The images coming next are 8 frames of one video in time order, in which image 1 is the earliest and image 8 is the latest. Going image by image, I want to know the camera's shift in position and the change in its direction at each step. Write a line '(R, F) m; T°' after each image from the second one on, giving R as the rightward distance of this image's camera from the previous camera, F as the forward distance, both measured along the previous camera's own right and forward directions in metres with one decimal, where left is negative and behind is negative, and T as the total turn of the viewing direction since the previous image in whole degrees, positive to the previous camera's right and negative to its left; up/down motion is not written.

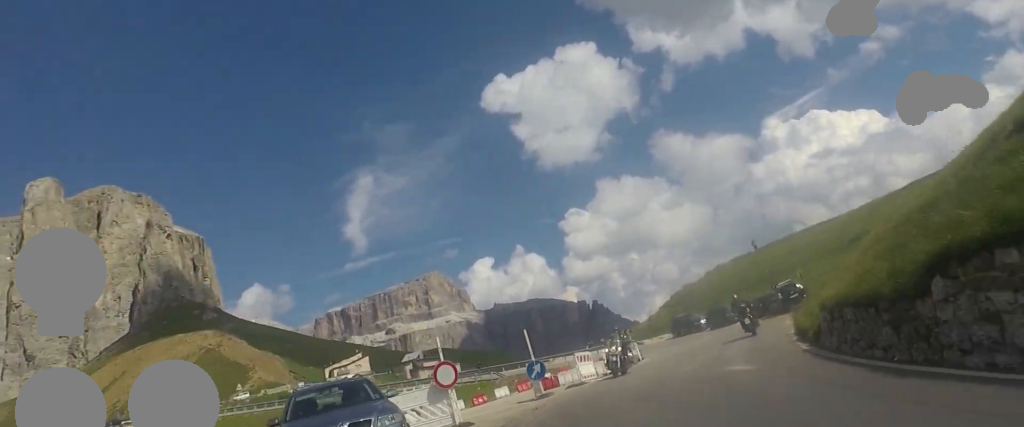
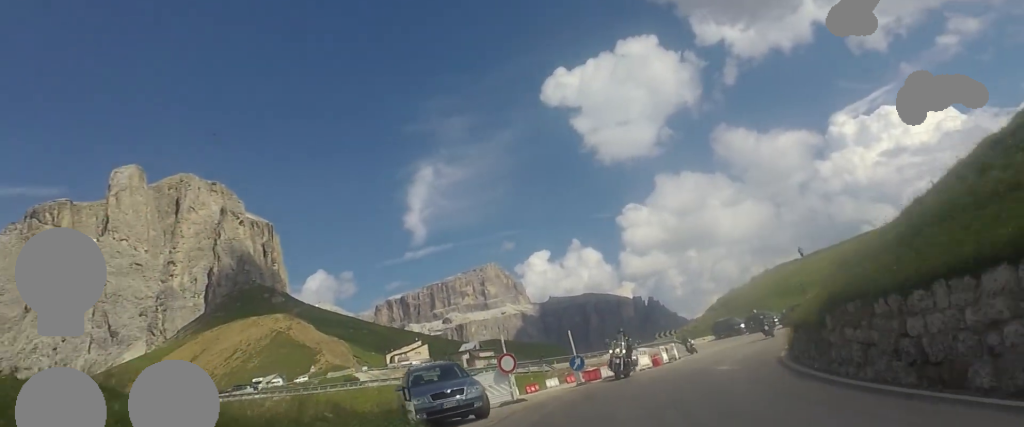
(-0.2, +5.3) m; -6°
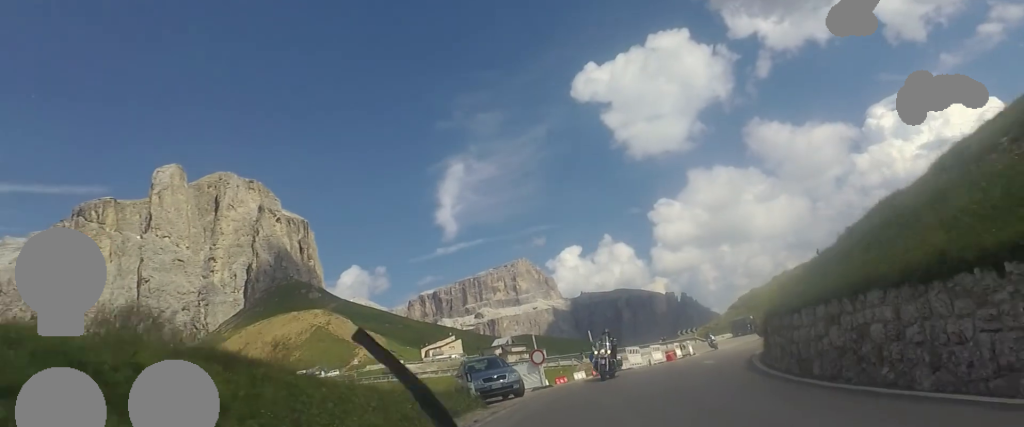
(-0.4, +5.7) m; -3°
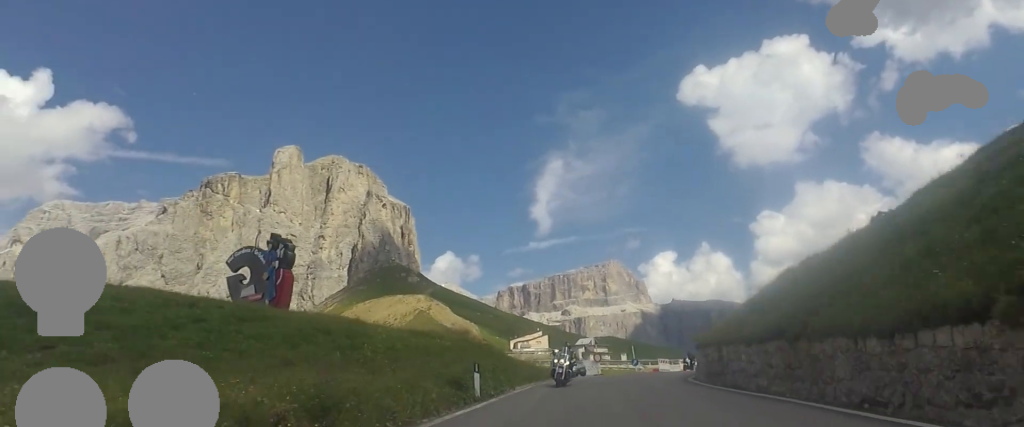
(-1.0, +18.7) m; +1°
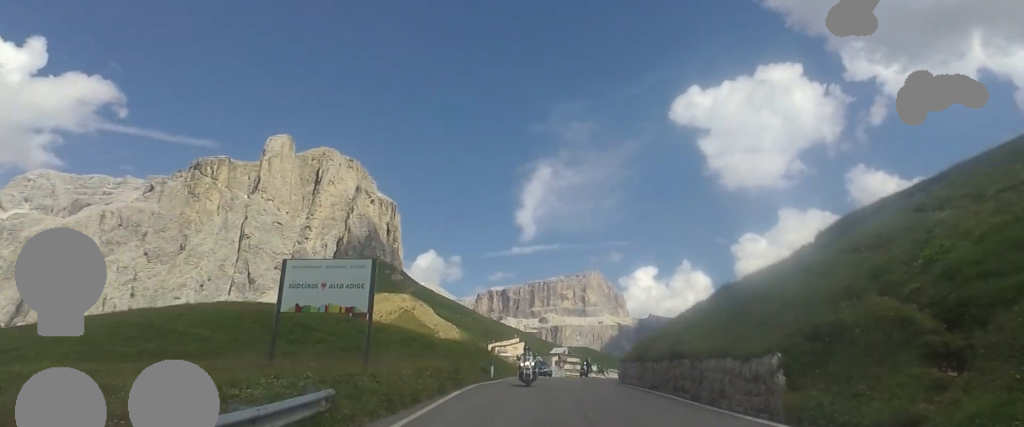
(+1.1, +14.4) m; +3°
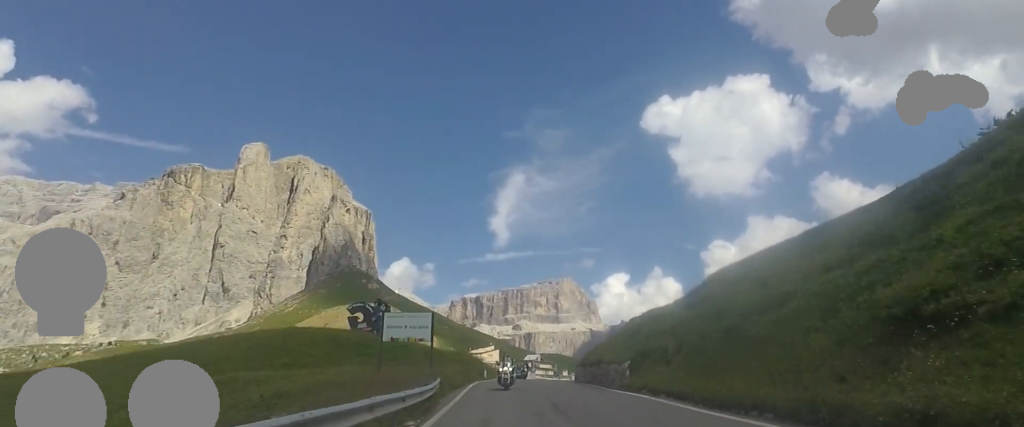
(-0.3, +14.3) m; -2°
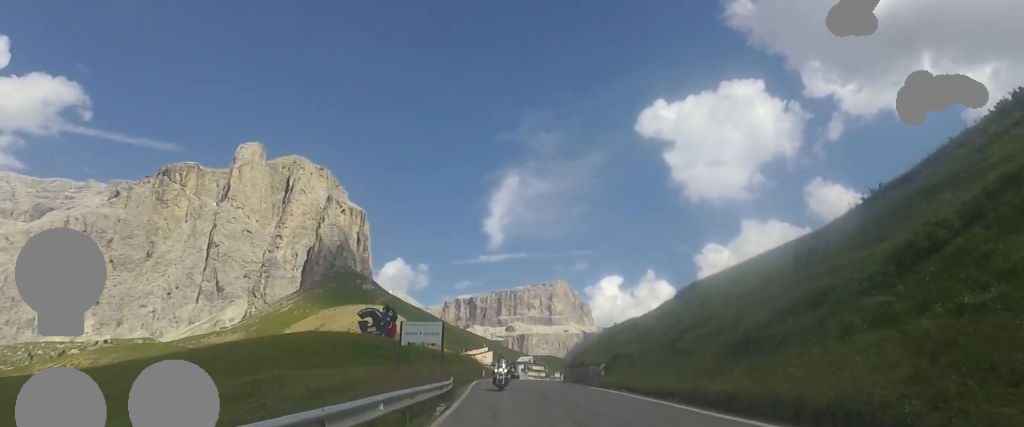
(-0.1, +6.3) m; 0°
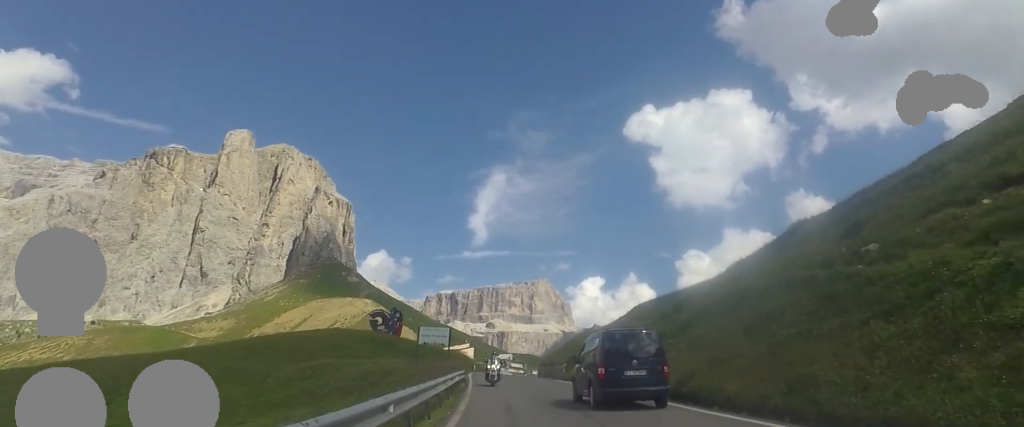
(+0.3, +13.3) m; +3°
